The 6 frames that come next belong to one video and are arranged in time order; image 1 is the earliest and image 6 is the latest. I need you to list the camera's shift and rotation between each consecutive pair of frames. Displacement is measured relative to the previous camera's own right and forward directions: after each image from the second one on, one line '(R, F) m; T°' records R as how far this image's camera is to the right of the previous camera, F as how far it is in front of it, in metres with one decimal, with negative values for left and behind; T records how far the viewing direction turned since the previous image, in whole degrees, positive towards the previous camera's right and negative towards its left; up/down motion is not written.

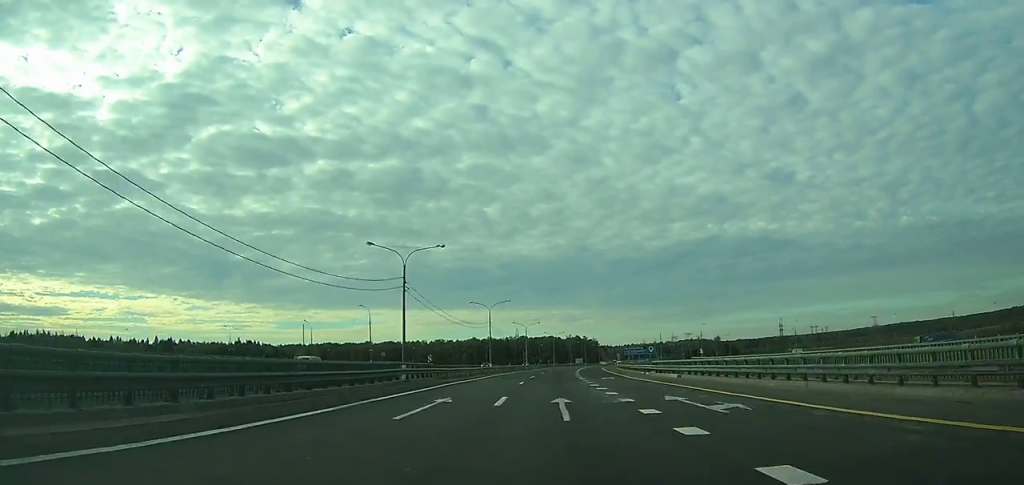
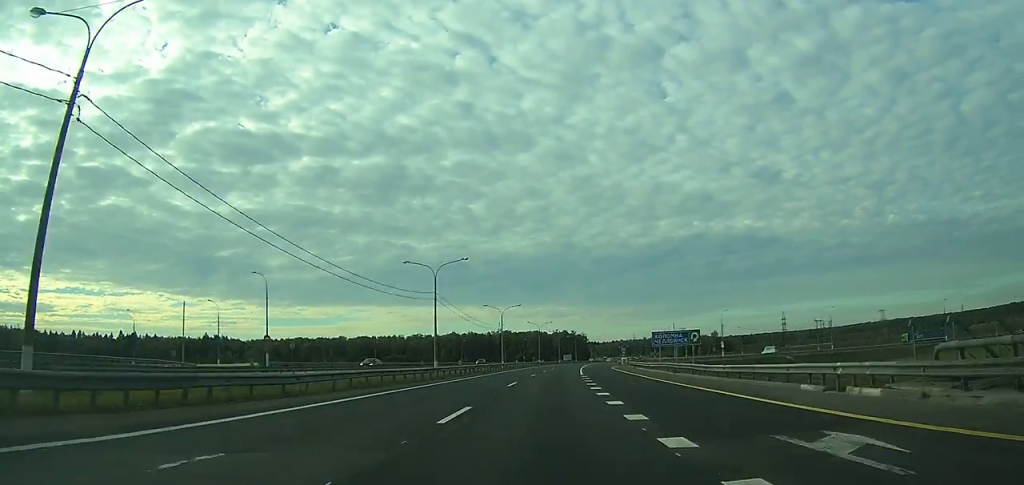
(+0.5, +38.0) m; +2°
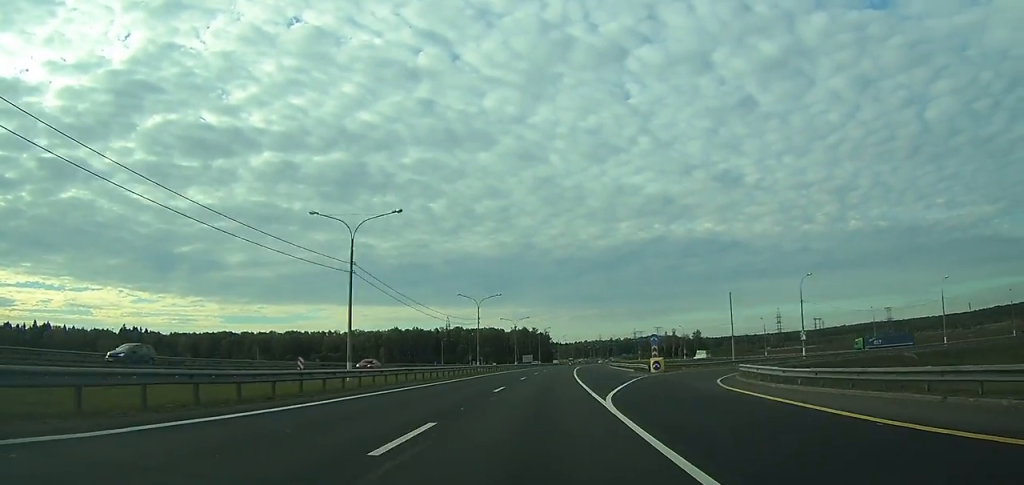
(+1.8, +66.9) m; +3°
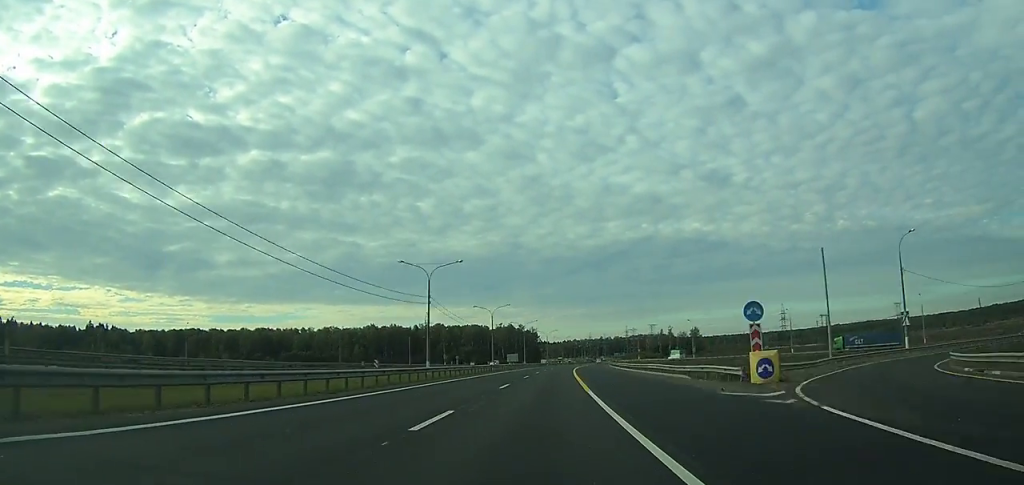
(+0.2, +27.9) m; +1°
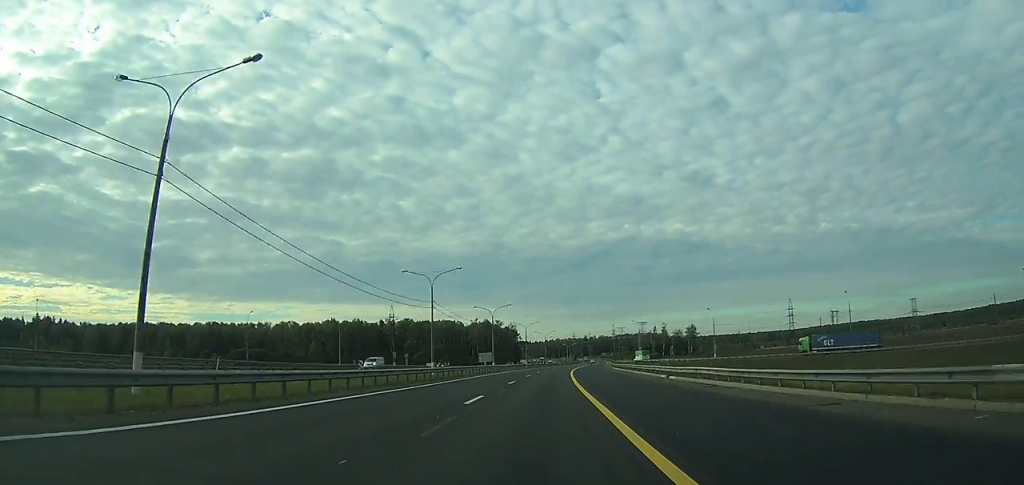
(+0.7, +41.2) m; +2°
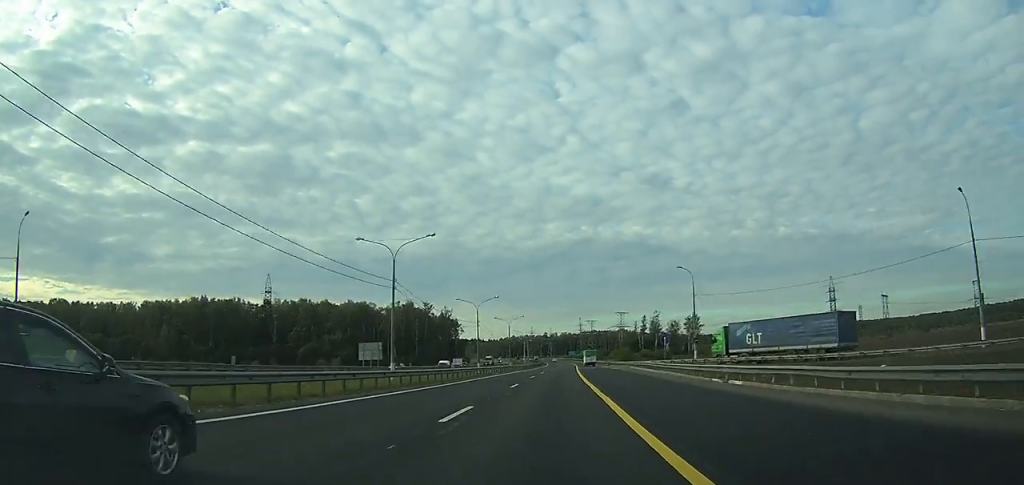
(+3.7, +101.4) m; +4°
